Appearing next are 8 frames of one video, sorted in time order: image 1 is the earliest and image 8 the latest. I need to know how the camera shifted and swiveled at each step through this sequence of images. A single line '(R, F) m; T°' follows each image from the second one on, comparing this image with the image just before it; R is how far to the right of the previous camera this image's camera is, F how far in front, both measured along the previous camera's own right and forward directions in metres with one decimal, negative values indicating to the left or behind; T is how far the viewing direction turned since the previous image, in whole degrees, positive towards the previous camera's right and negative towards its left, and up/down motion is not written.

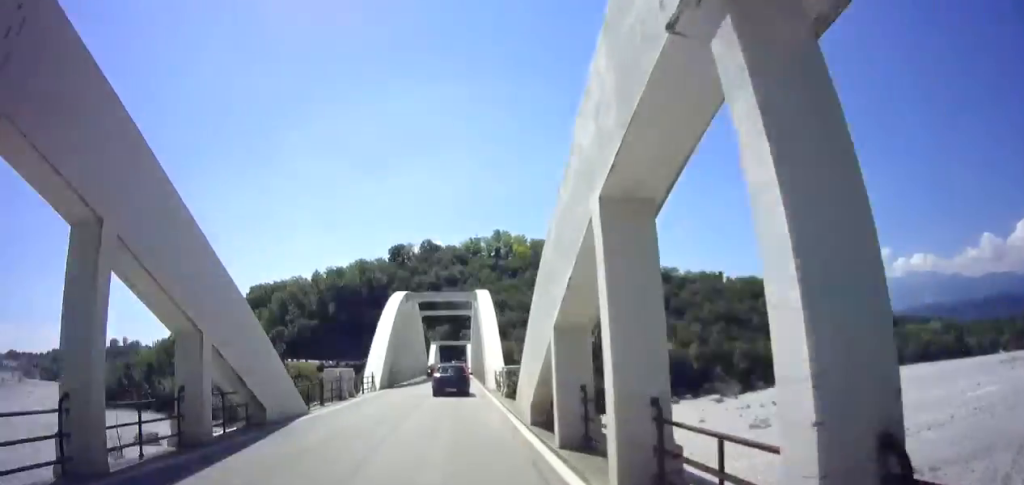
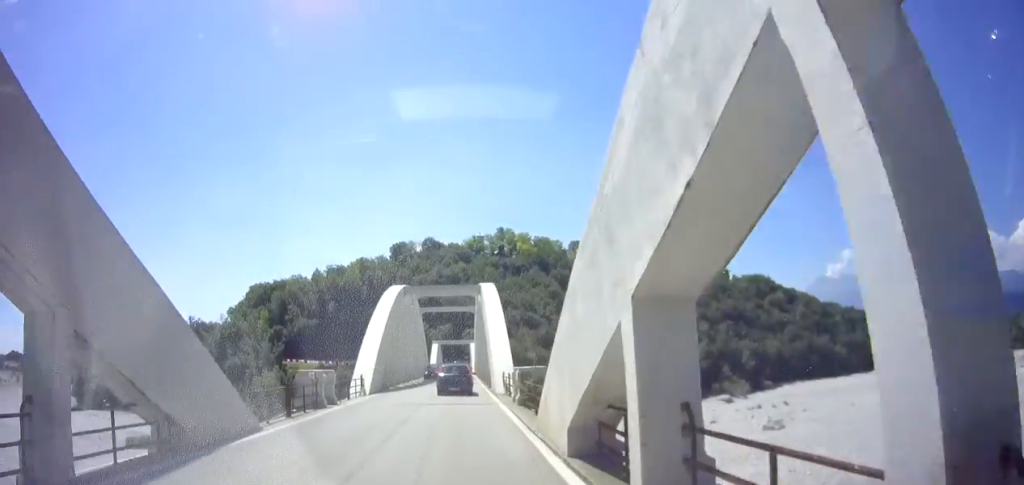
(0.0, +4.6) m; 0°
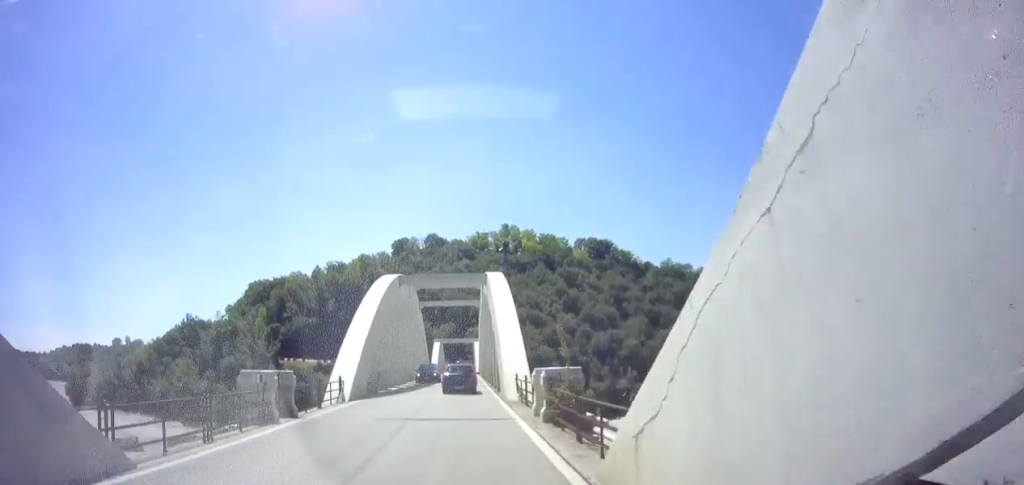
(0.0, +5.3) m; 0°
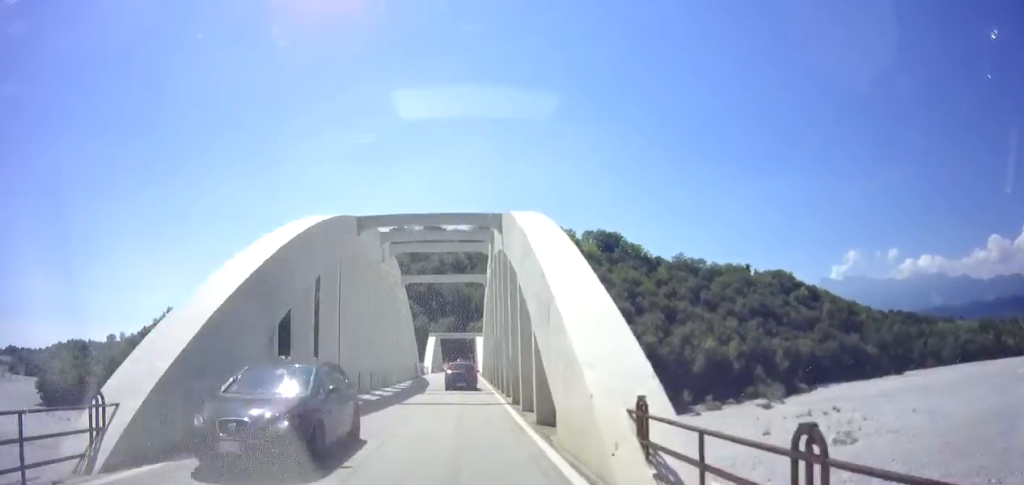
(+0.1, +15.1) m; 0°
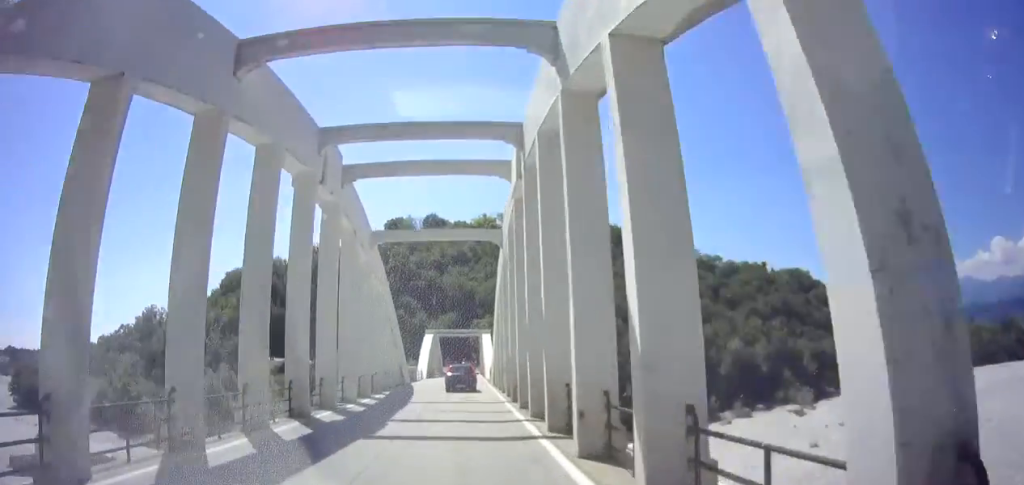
(0.0, +13.6) m; 0°
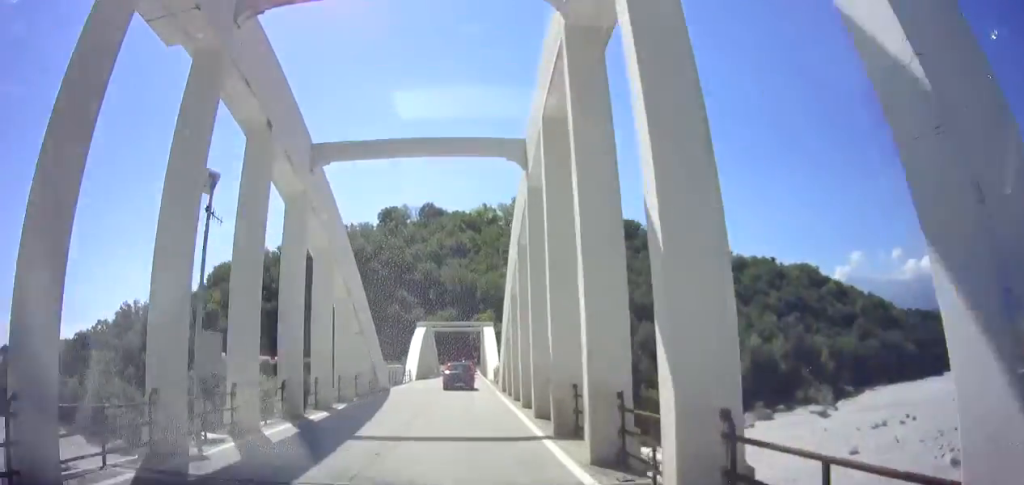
(+0.1, +10.4) m; -1°
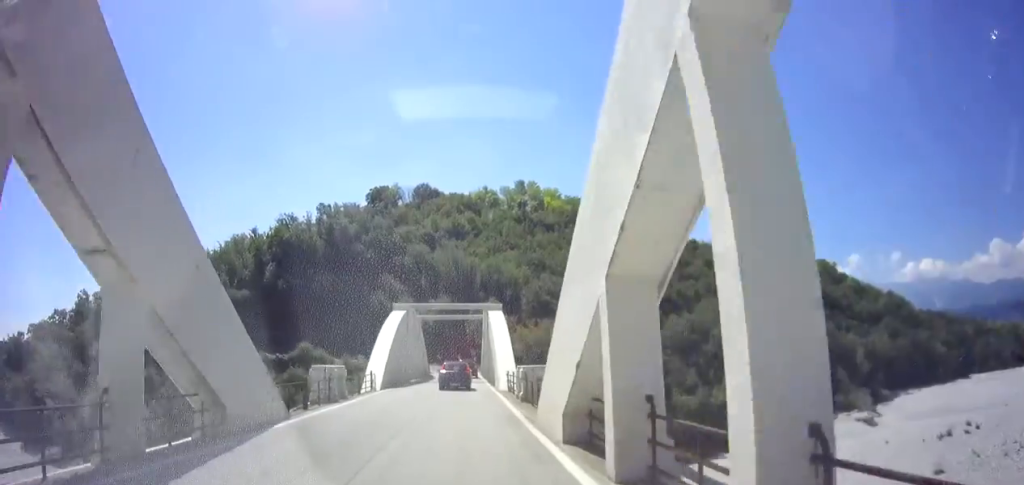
(-0.3, +16.5) m; +1°
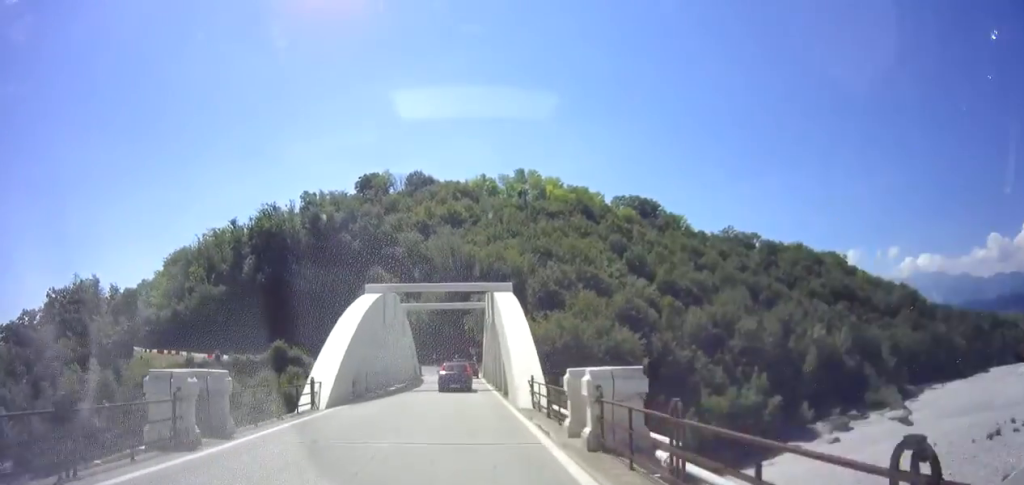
(+0.3, +10.1) m; +2°
